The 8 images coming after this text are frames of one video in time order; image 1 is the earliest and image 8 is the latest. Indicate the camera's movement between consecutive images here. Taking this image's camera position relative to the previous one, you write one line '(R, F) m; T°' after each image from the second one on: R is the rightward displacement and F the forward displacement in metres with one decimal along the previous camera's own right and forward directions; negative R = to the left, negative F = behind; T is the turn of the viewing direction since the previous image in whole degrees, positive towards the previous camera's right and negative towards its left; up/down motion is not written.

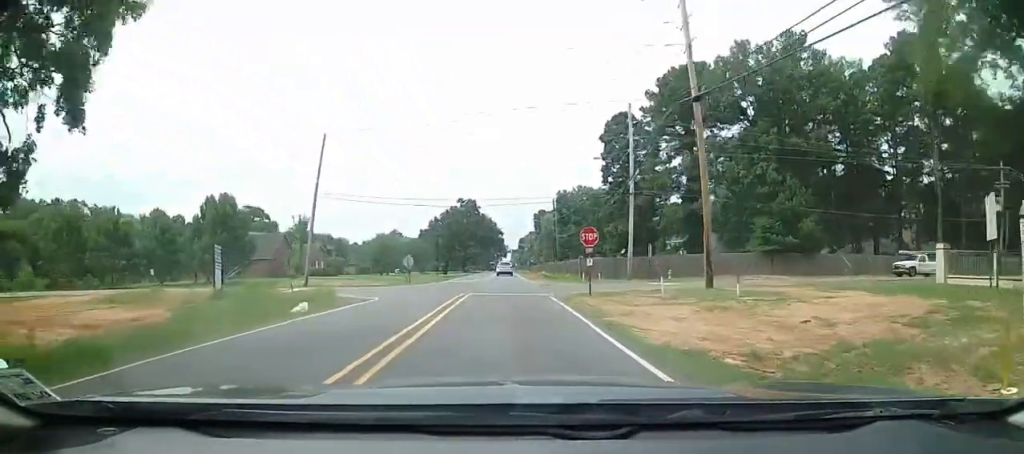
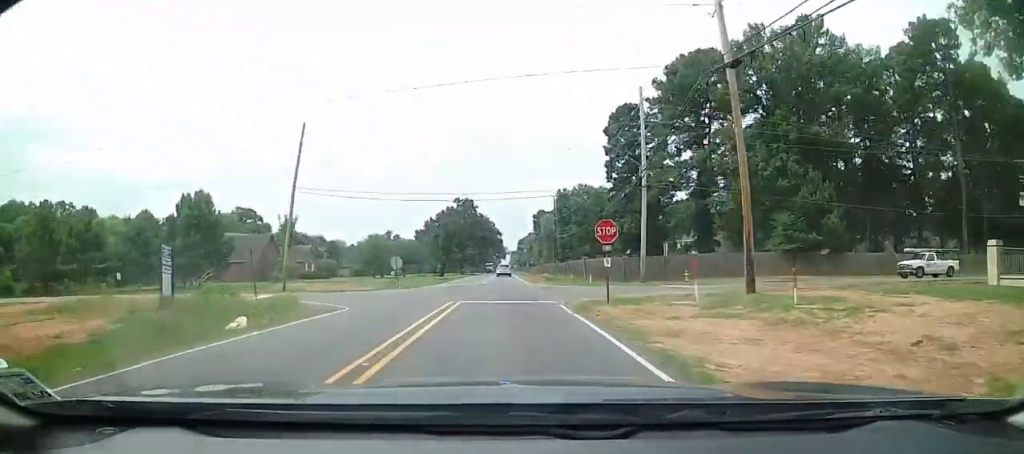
(0.0, +4.4) m; 0°
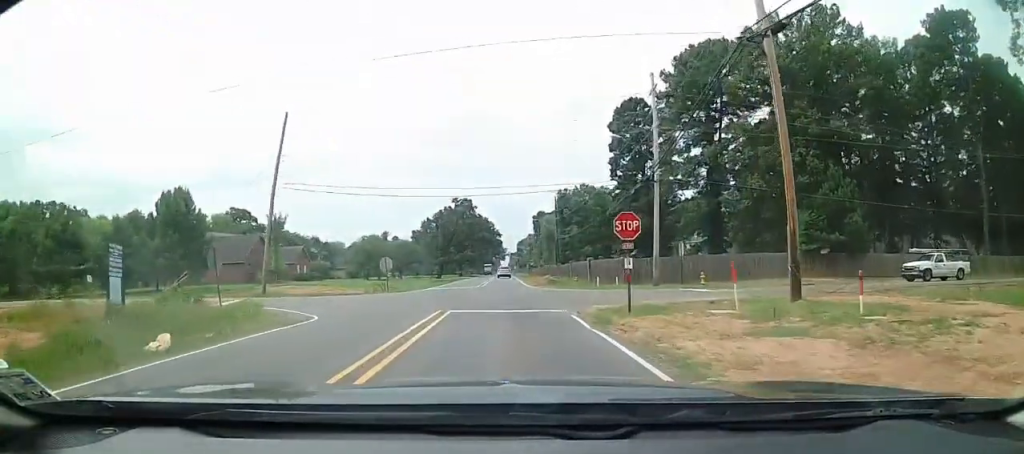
(0.0, +4.2) m; 0°
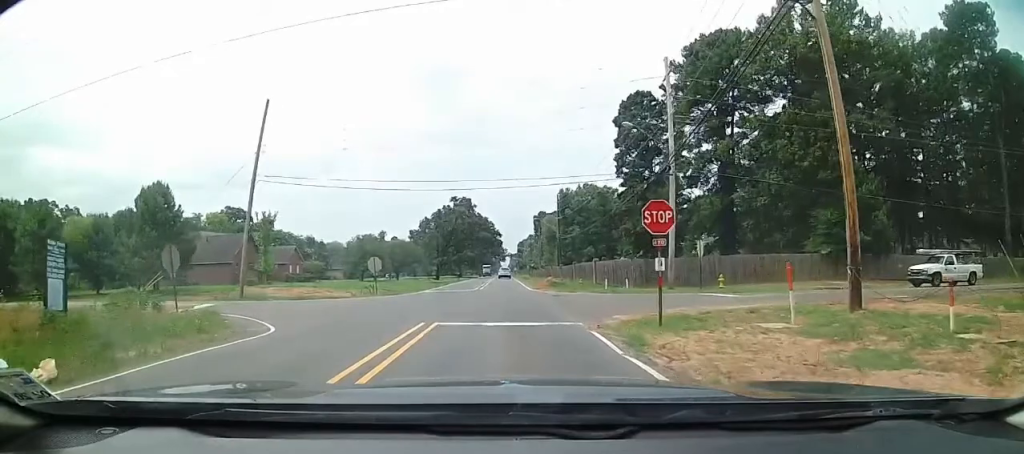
(0.0, +3.5) m; 0°
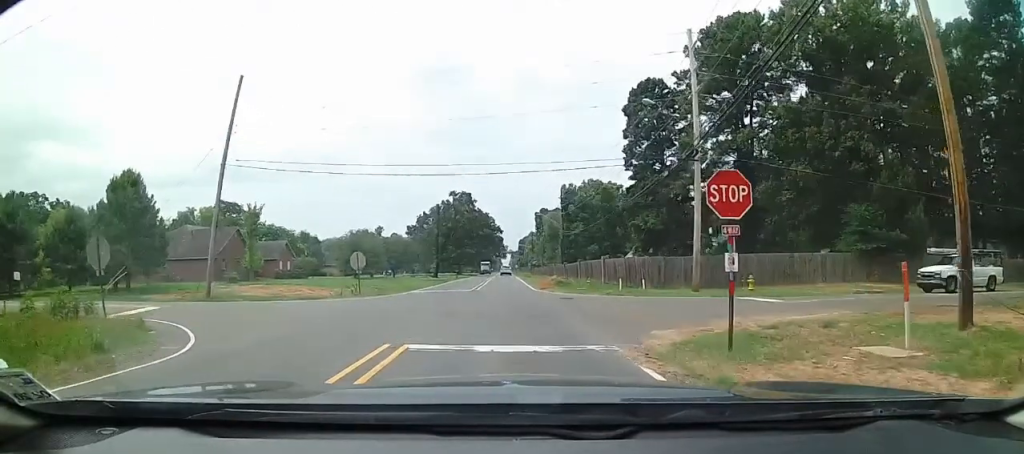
(0.0, +5.0) m; -2°
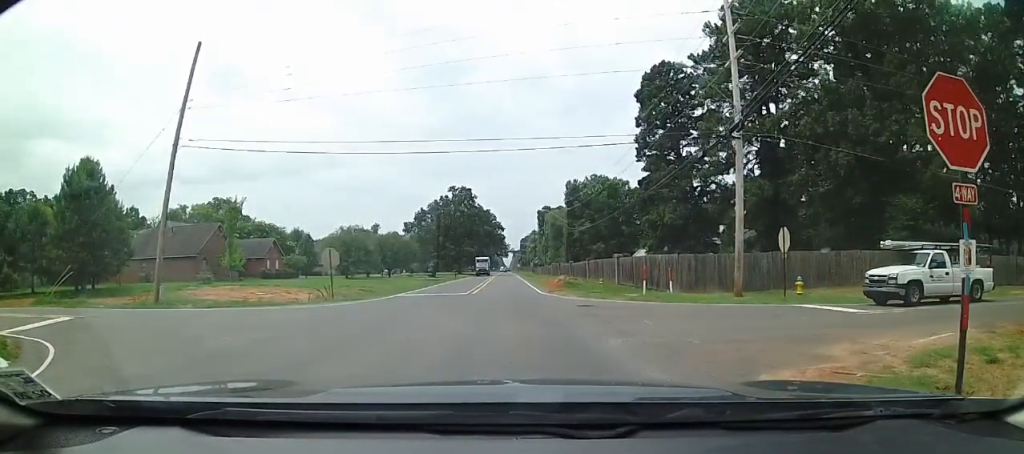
(+0.6, +12.3) m; +2°
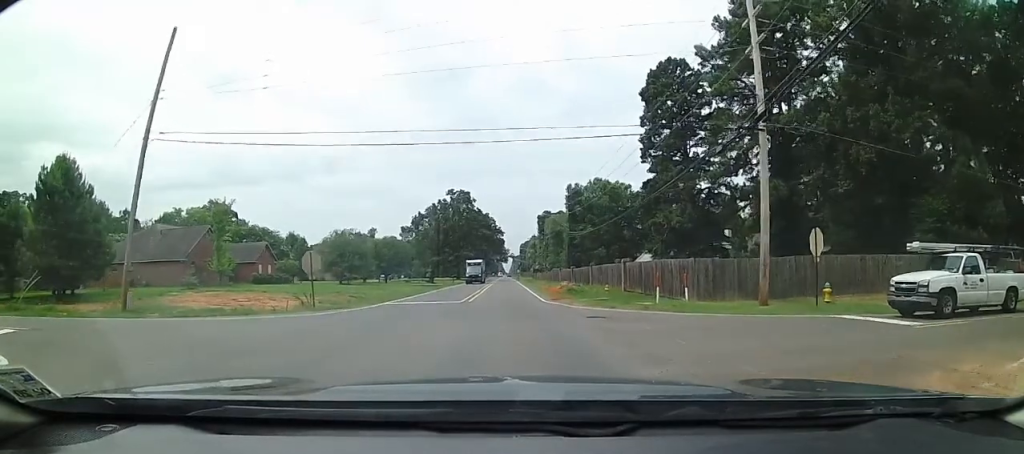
(0.0, +2.1) m; -3°
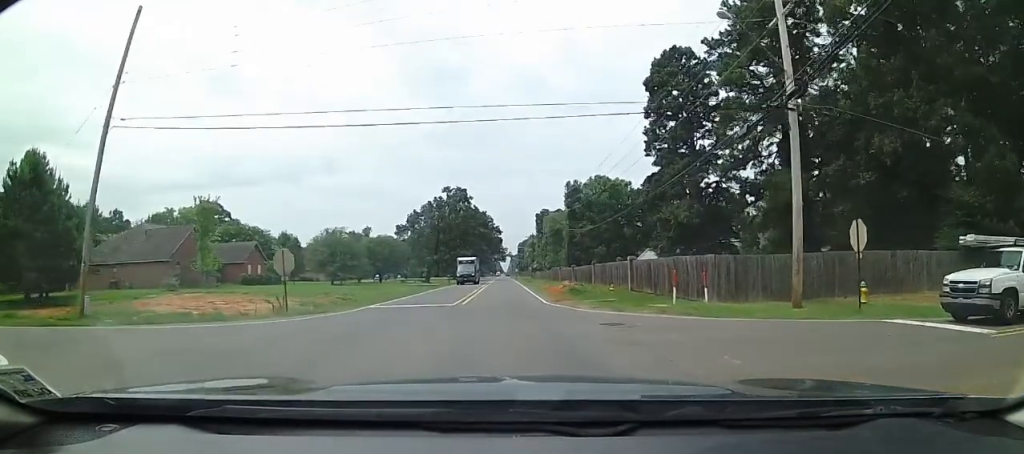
(0.0, +1.0) m; -1°
